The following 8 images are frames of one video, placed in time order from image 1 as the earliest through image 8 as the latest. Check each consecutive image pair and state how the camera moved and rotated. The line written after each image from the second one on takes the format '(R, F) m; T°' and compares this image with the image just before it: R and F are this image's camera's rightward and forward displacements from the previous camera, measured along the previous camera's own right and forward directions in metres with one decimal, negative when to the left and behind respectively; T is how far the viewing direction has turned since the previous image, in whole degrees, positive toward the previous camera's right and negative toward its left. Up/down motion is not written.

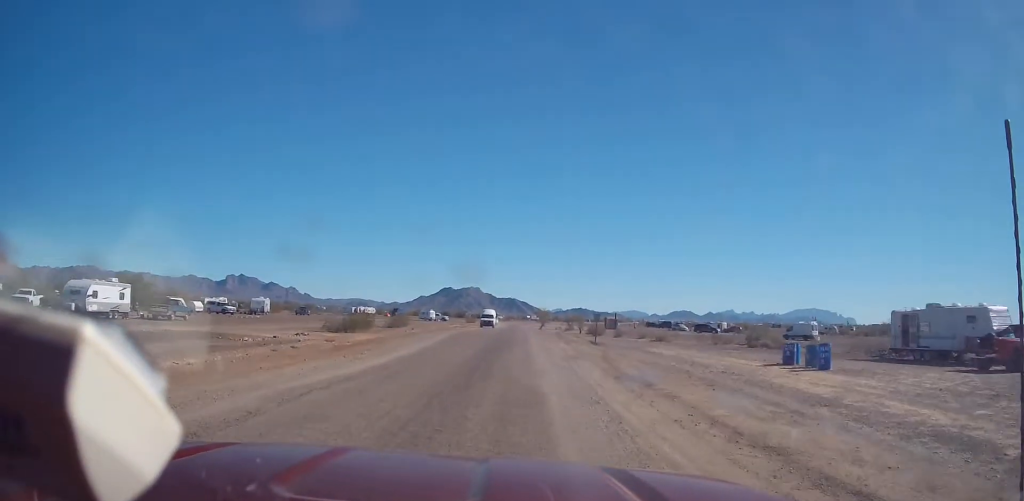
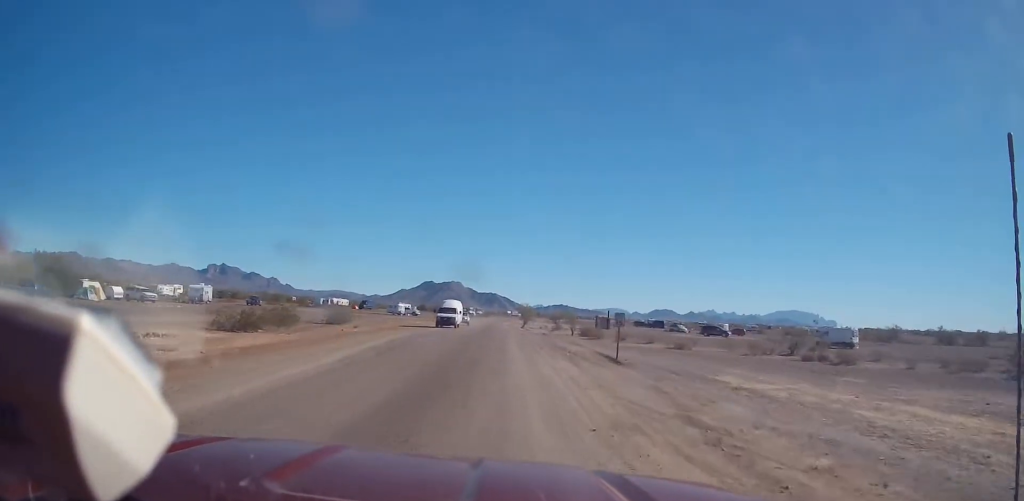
(0.0, +16.5) m; 0°
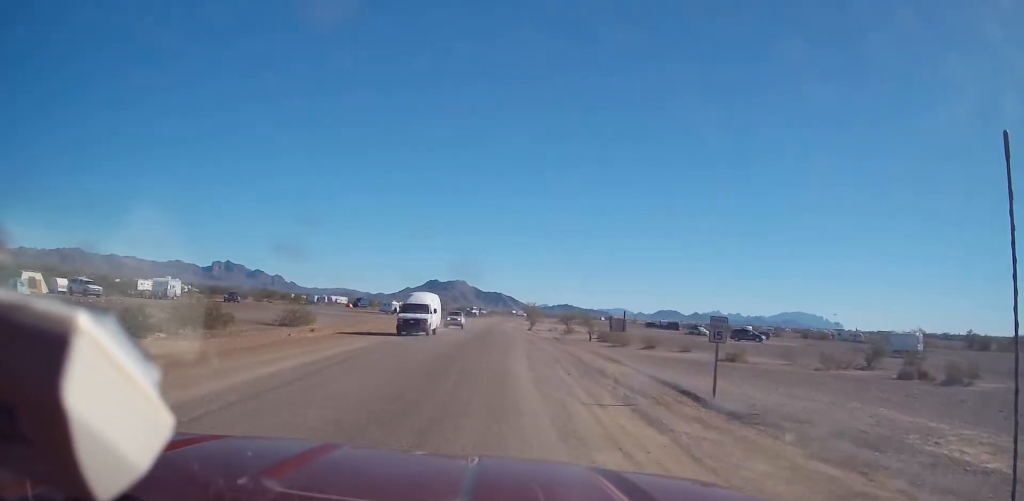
(0.0, +12.6) m; 0°
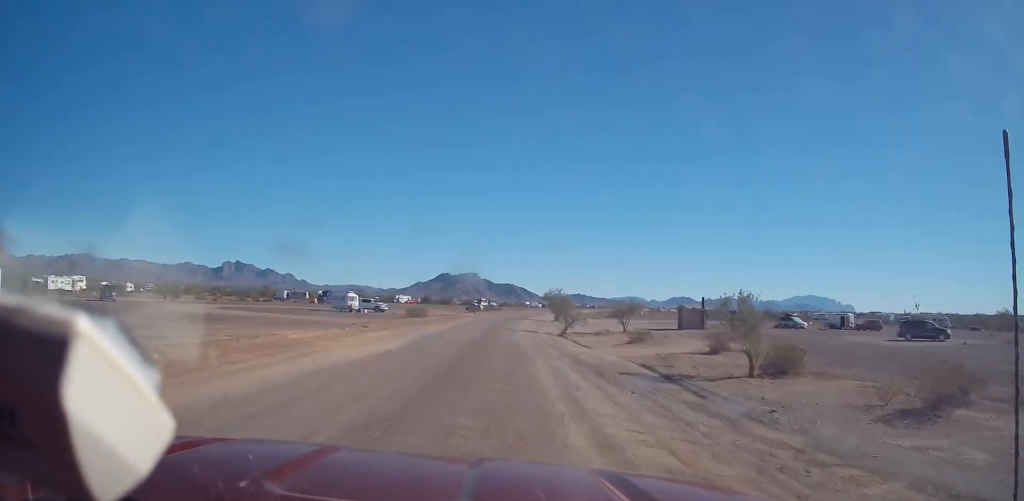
(-0.4, +40.9) m; -2°
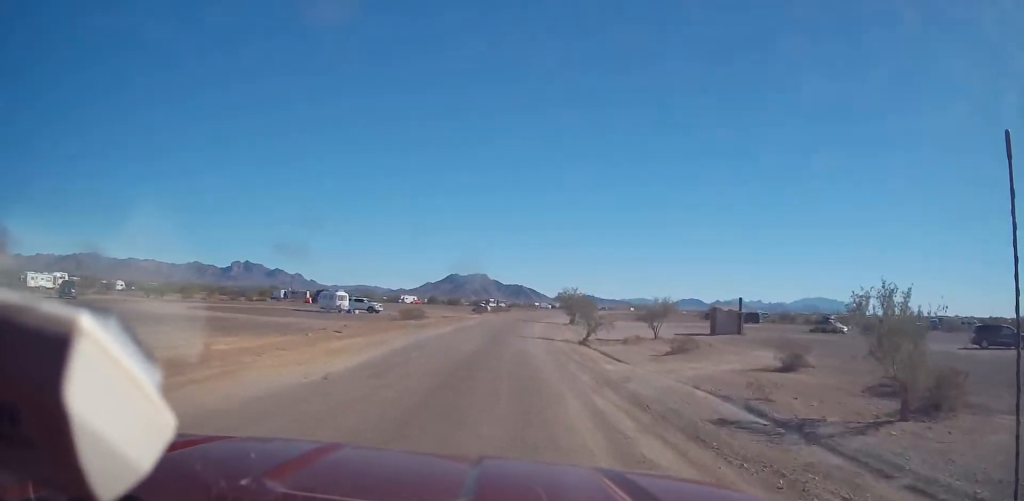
(-0.1, +9.4) m; 0°
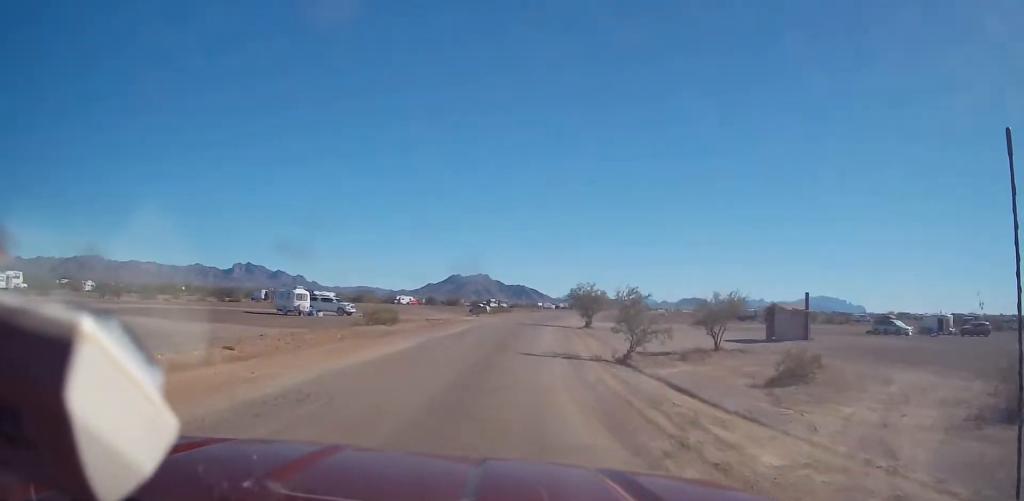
(0.0, +14.6) m; +1°
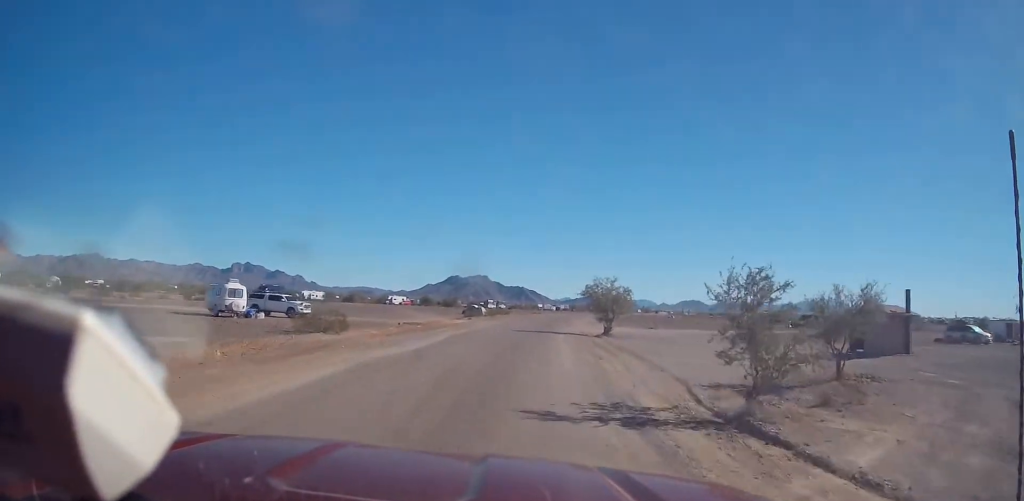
(+0.2, +14.0) m; +1°
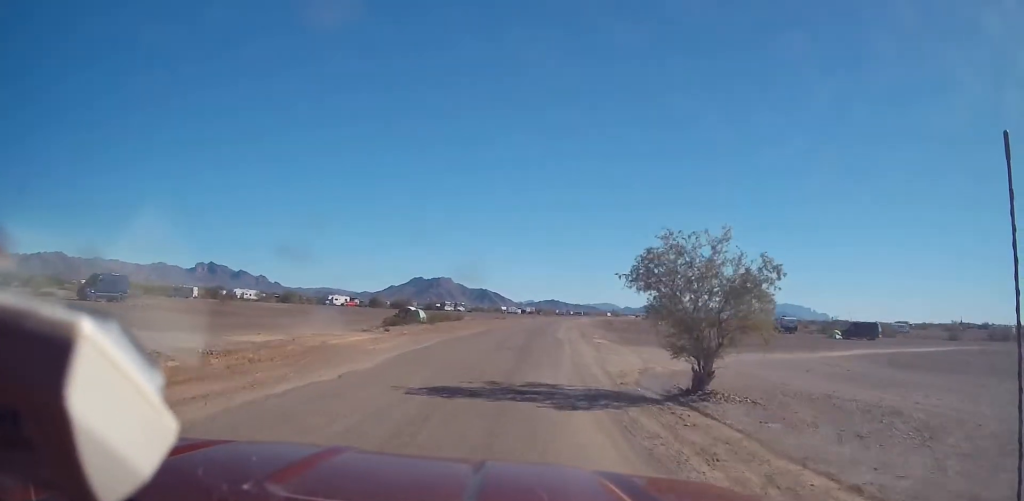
(+0.7, +32.8) m; +2°
